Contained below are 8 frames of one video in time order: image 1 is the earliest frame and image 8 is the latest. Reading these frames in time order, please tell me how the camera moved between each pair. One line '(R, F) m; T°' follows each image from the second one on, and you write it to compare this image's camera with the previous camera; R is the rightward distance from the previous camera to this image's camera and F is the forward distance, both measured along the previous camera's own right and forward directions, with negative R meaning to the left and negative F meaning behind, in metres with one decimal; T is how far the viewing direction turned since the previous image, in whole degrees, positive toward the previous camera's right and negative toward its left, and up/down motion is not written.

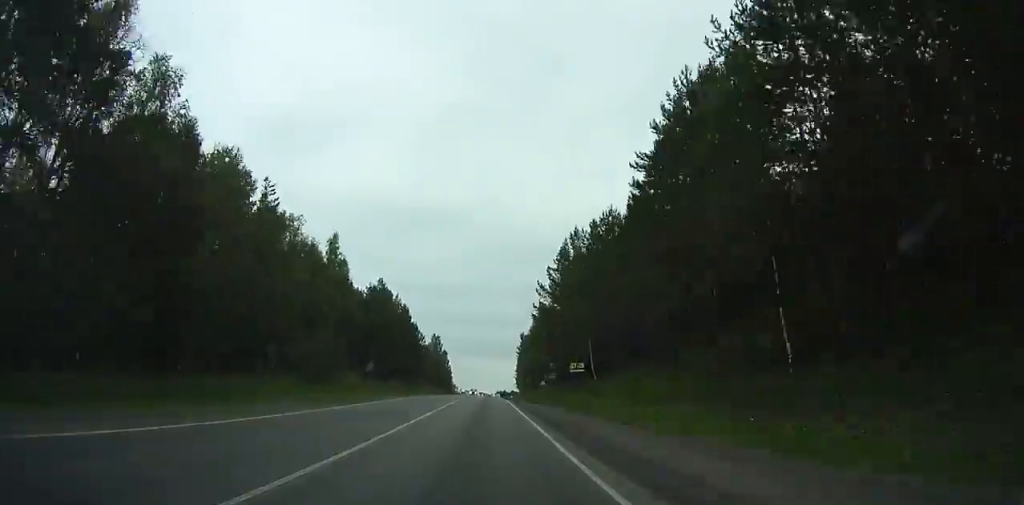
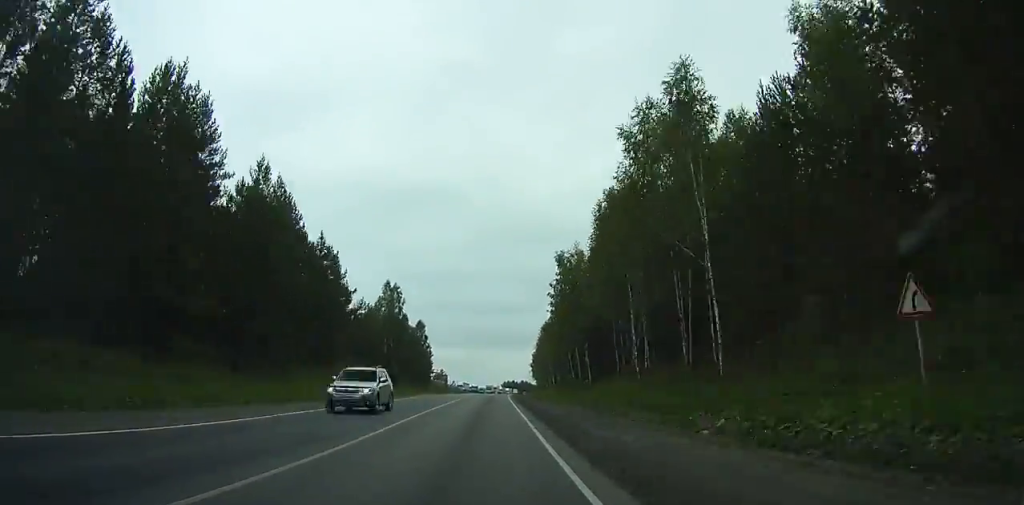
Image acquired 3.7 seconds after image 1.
(+0.5, +76.3) m; +1°
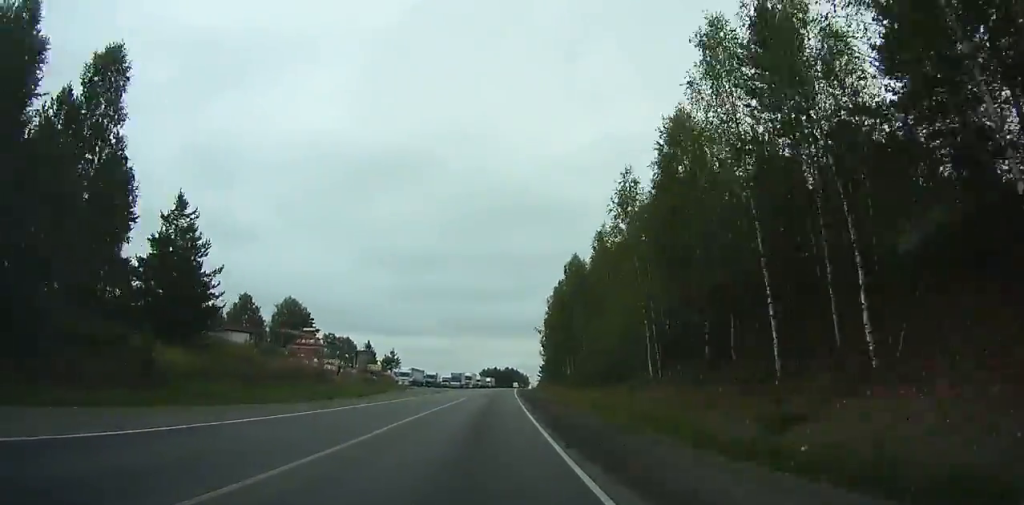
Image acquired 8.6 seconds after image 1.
(+1.6, +109.5) m; +4°
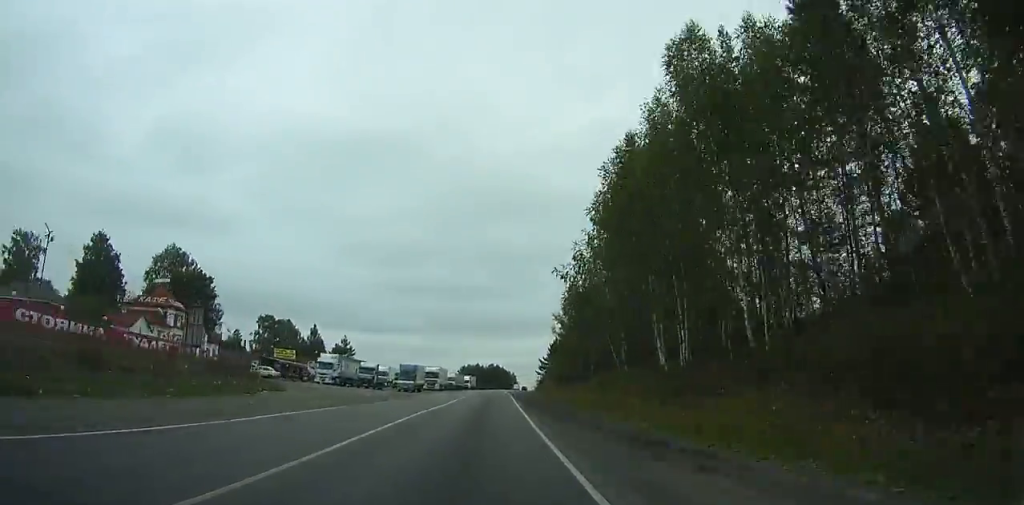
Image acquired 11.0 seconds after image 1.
(+2.4, +55.8) m; -1°
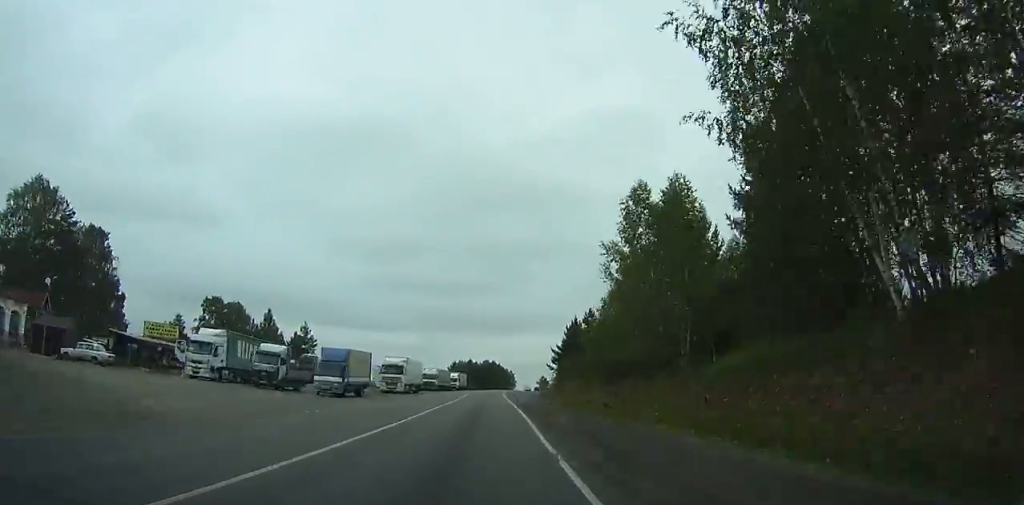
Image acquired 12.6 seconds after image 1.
(+1.4, +34.5) m; -1°
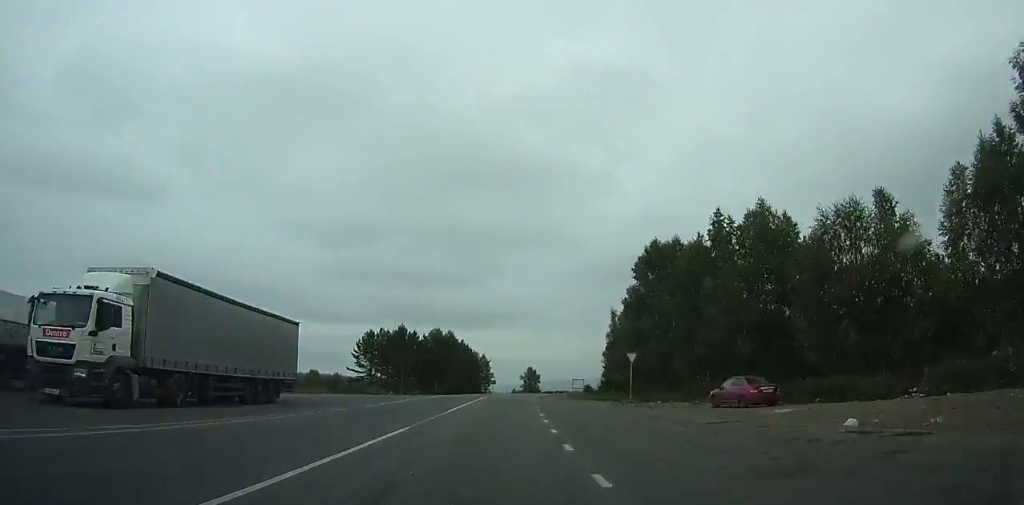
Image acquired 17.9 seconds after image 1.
(-3.2, +94.6) m; +4°
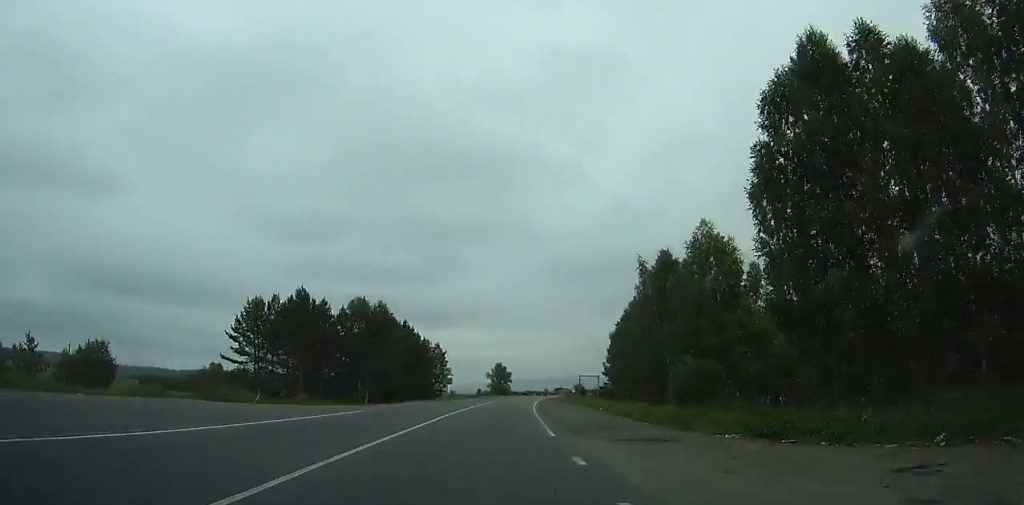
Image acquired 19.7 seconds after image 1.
(+1.2, +36.0) m; +3°
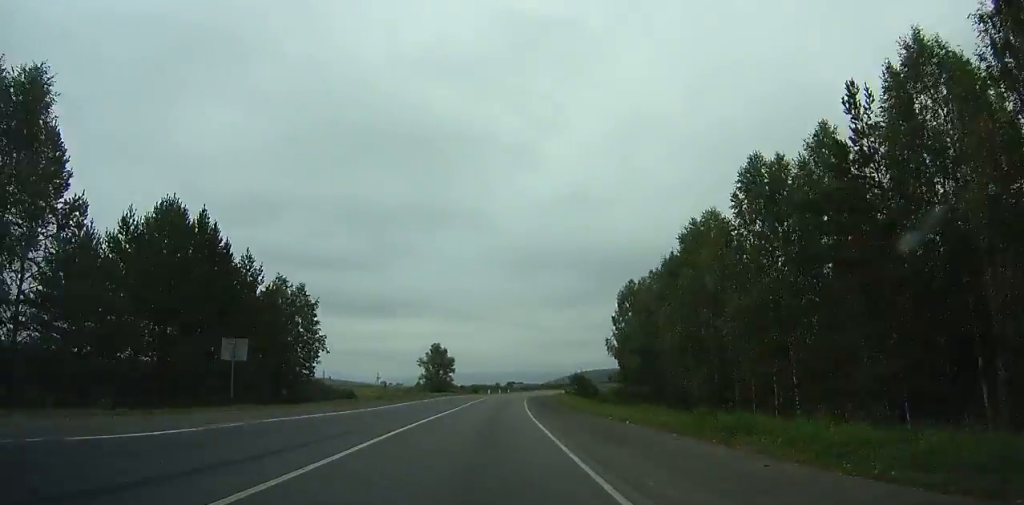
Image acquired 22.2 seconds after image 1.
(+1.6, +50.9) m; +4°
